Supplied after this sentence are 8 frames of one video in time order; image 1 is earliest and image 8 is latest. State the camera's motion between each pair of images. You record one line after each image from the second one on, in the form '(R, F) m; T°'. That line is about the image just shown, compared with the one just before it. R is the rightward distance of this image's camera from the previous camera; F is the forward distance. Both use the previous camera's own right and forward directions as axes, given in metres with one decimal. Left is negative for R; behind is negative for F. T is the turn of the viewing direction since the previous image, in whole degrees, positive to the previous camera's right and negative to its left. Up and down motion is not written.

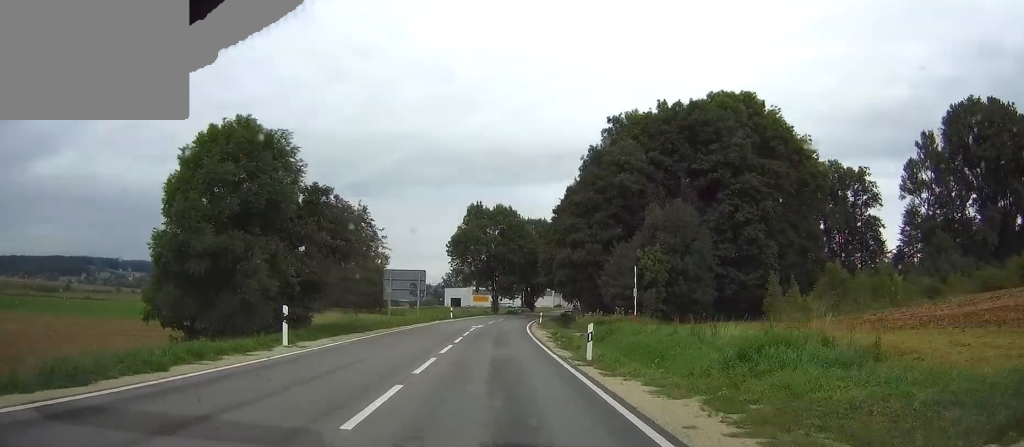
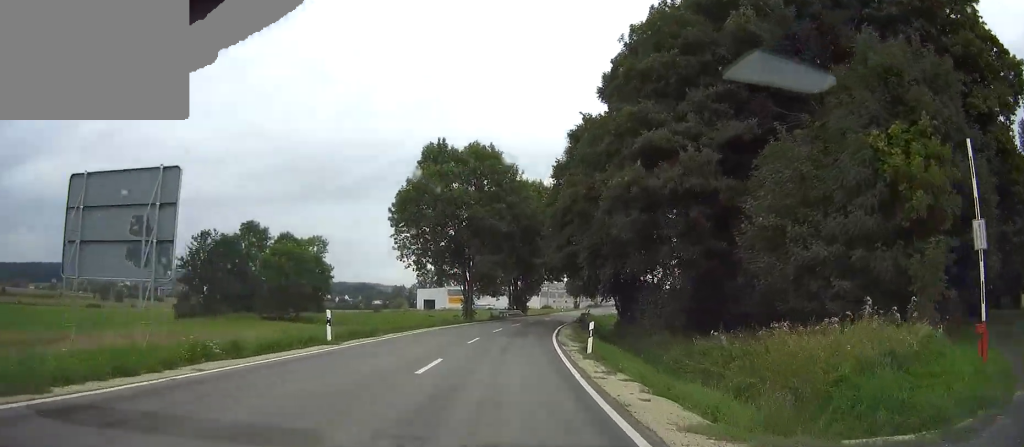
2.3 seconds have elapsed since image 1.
(+0.1, +41.6) m; +1°
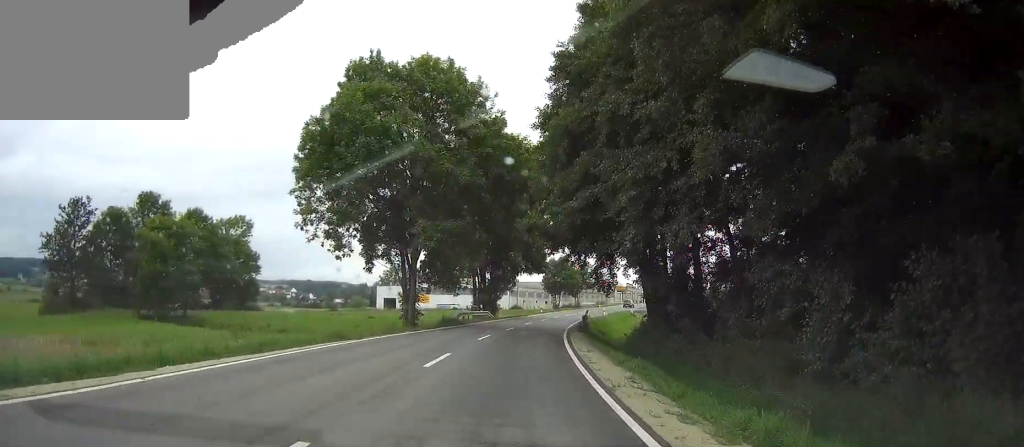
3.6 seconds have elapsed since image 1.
(+0.3, +23.1) m; +2°
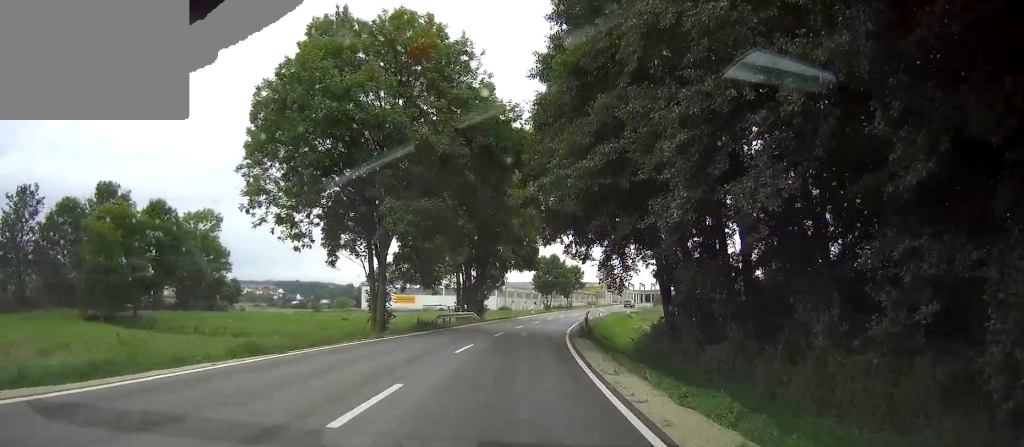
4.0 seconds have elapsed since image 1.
(0.0, +7.1) m; +1°
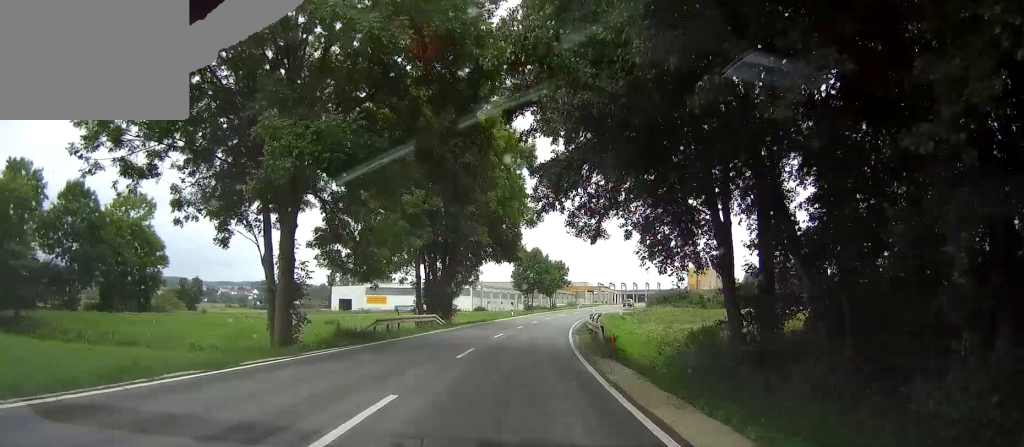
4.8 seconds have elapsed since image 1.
(+0.1, +12.9) m; +1°
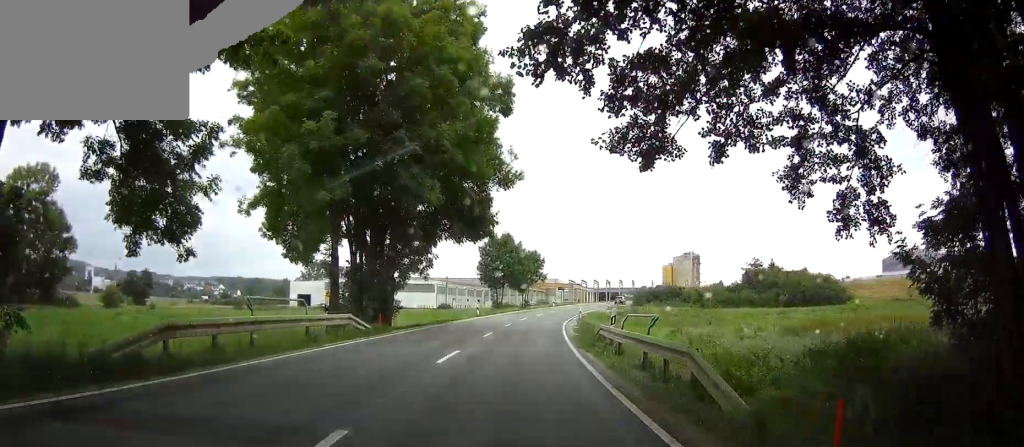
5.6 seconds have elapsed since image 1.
(+0.2, +14.6) m; +2°
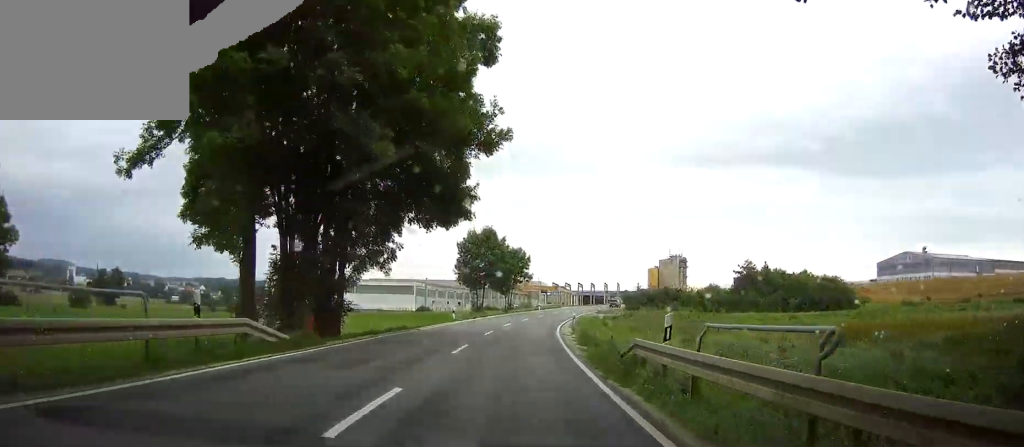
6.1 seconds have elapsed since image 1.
(0.0, +8.2) m; +2°
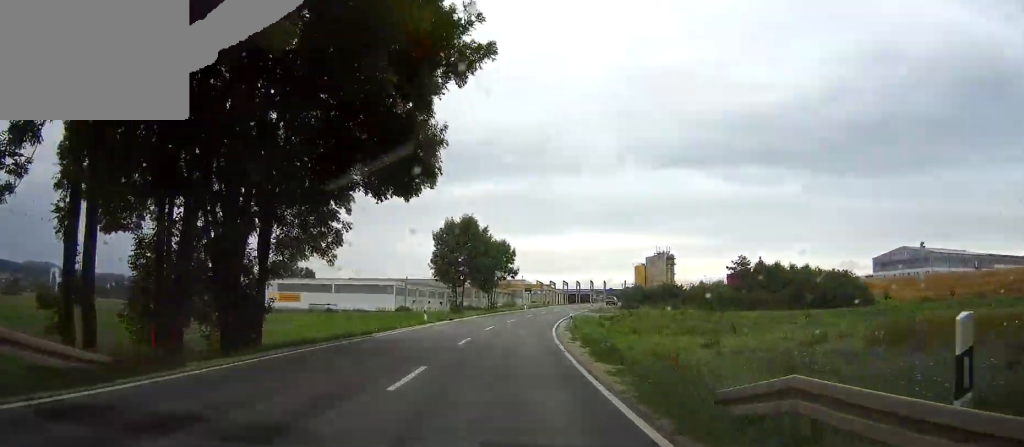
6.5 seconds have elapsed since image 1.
(+0.2, +8.2) m; +2°
